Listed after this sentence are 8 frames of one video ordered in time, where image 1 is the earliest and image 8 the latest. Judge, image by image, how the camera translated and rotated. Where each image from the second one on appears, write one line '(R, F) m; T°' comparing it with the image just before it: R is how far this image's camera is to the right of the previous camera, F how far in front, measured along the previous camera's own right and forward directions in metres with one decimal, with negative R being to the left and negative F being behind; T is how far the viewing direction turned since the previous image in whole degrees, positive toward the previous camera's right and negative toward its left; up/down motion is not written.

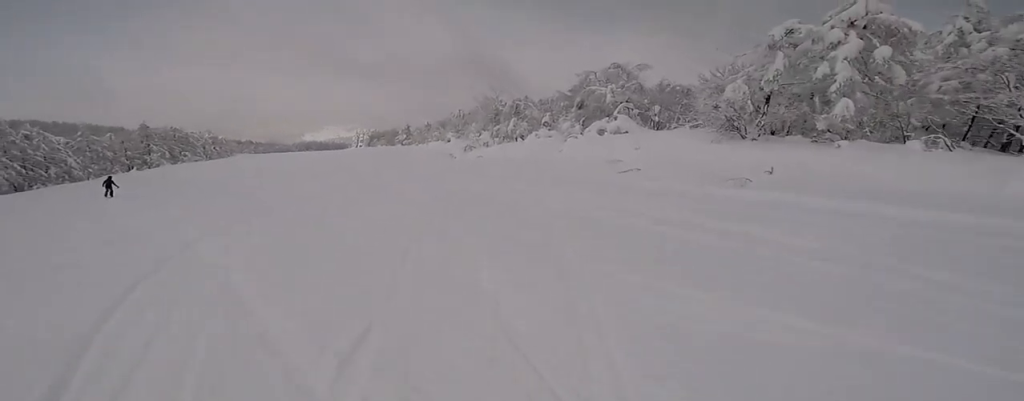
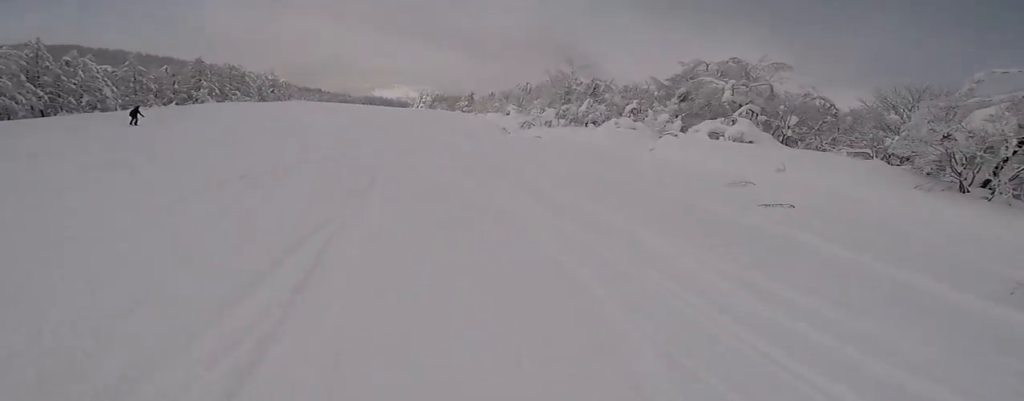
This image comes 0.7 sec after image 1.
(+0.1, +6.8) m; -12°
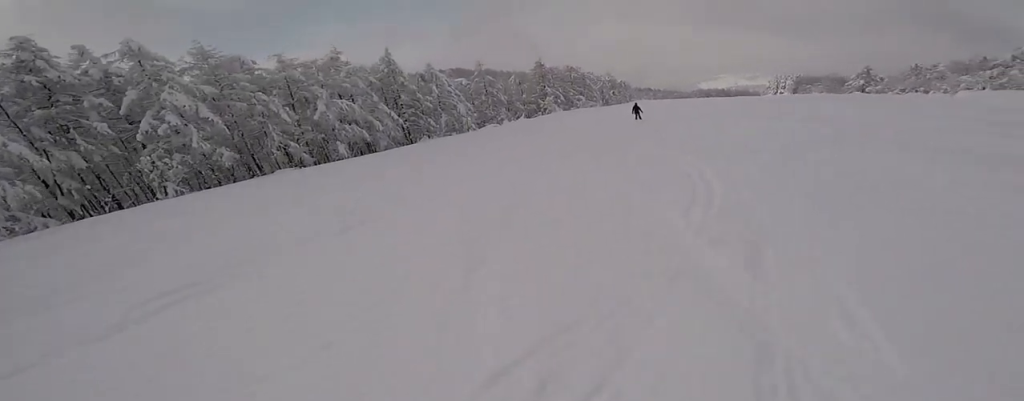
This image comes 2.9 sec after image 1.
(-11.8, +19.1) m; -40°
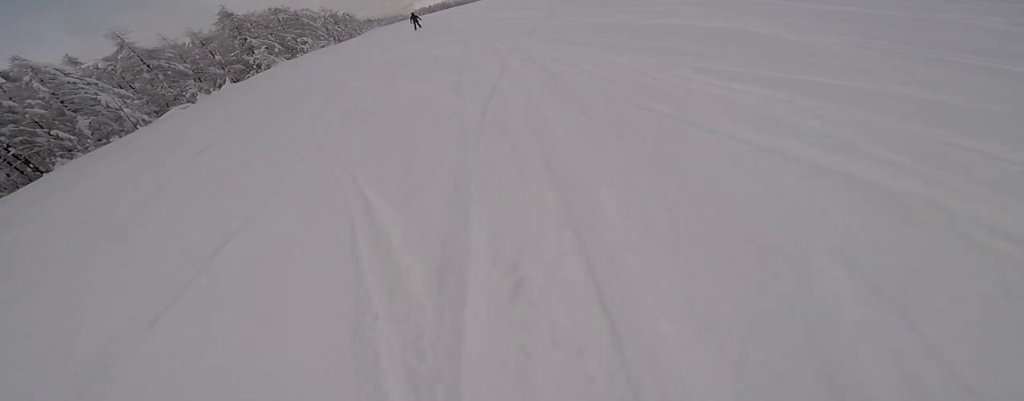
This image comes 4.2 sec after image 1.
(+1.3, +12.4) m; +26°
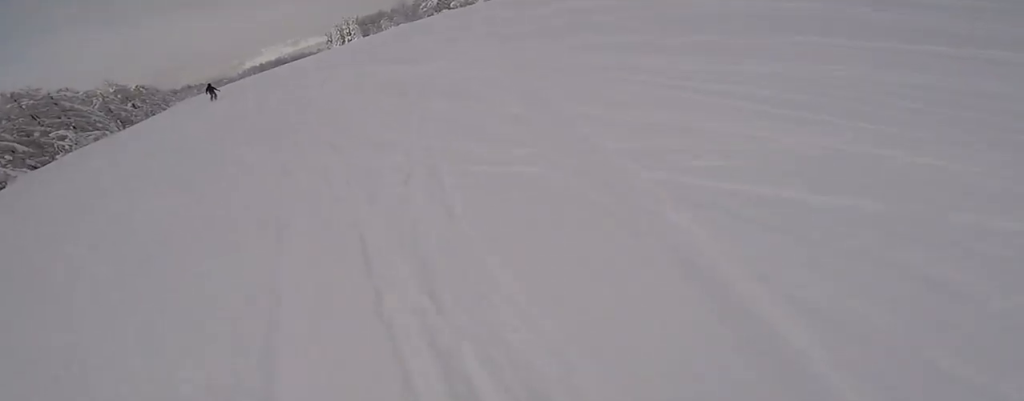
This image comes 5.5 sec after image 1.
(+3.6, +11.2) m; +26°
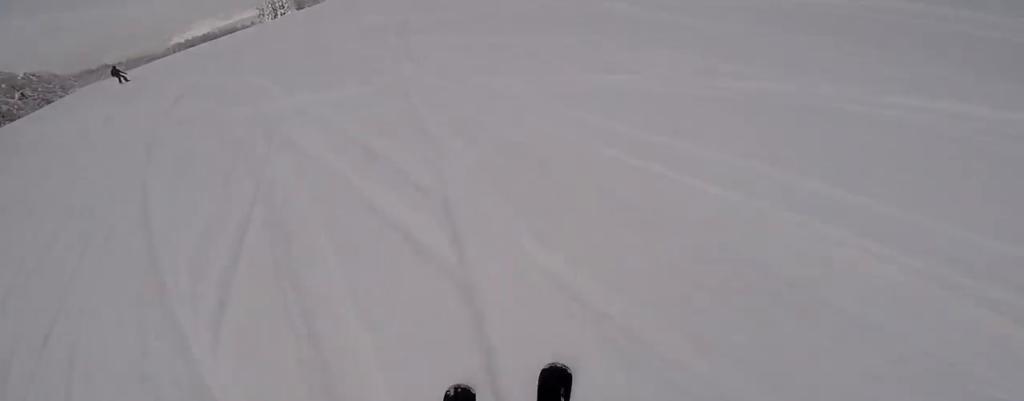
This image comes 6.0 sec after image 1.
(+0.2, +4.9) m; 0°
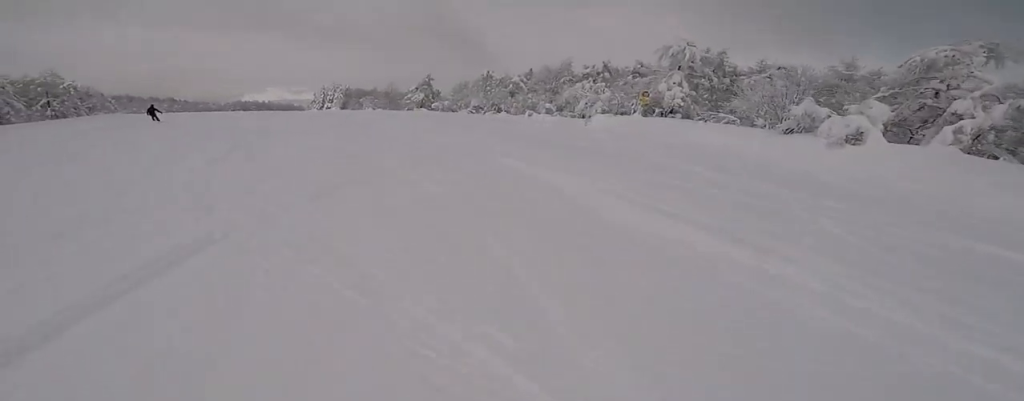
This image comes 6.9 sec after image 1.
(0.0, +7.9) m; -5°
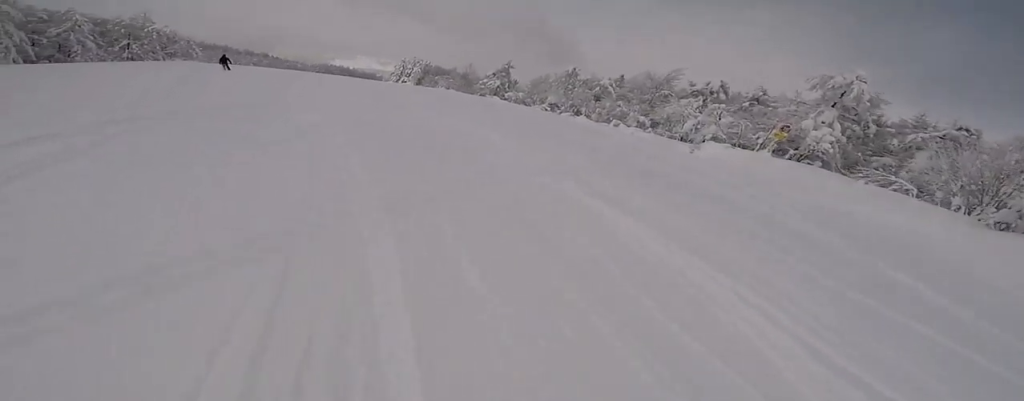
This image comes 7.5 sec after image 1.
(+0.1, +5.5) m; -8°
